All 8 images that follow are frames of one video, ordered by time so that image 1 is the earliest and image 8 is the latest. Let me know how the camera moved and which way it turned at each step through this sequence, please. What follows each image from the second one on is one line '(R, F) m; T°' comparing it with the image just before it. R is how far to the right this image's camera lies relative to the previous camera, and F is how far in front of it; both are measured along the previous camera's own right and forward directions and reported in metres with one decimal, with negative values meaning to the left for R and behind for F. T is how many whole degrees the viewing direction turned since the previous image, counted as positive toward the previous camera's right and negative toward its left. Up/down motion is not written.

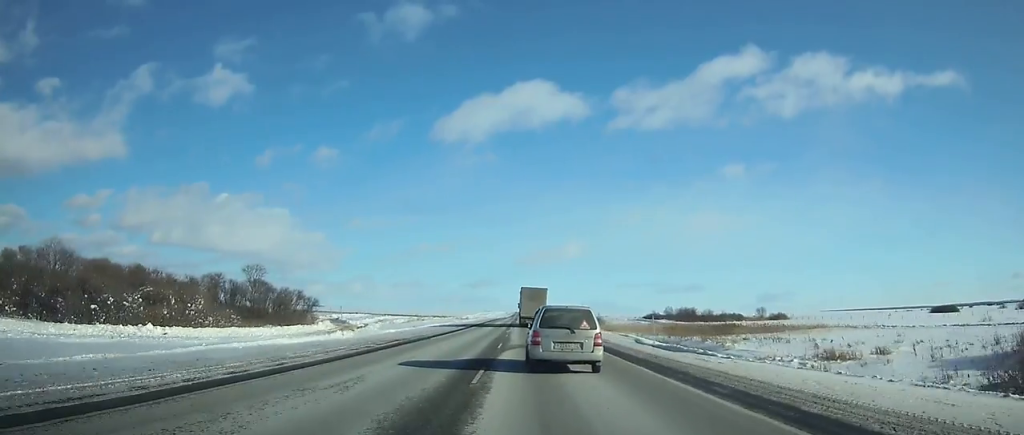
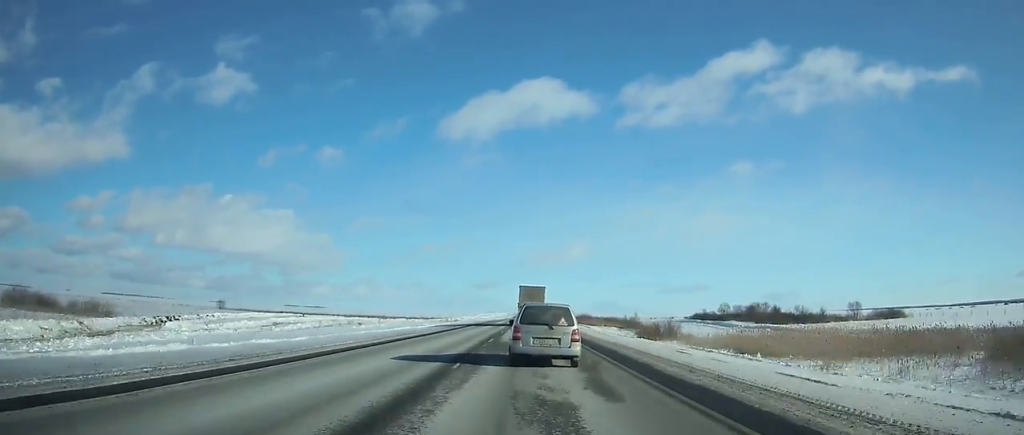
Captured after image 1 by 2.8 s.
(+0.4, +55.4) m; 0°
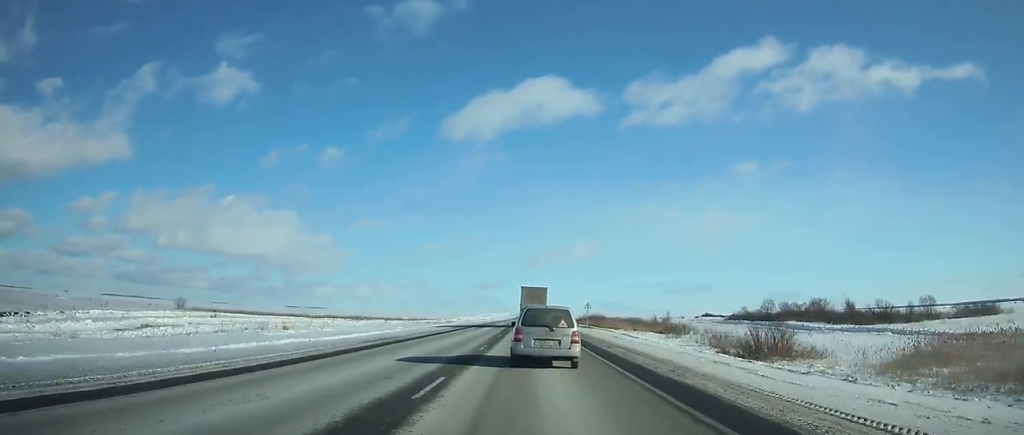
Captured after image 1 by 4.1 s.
(0.0, +26.3) m; 0°
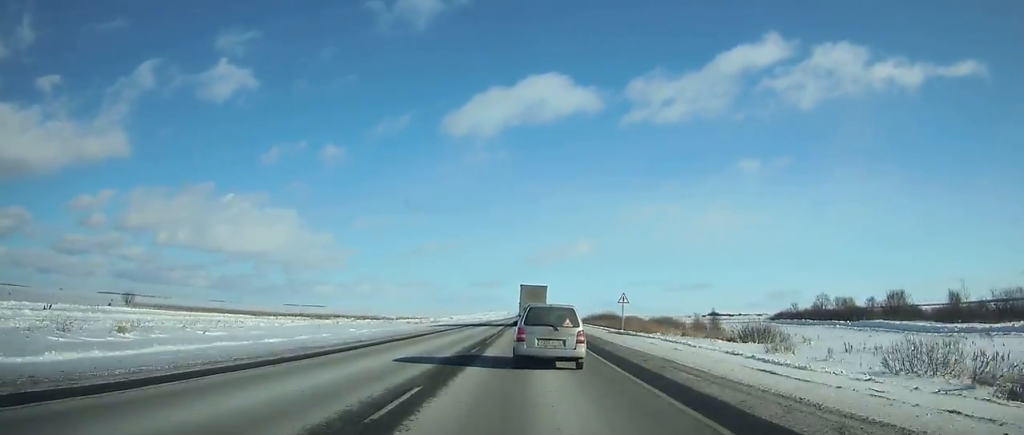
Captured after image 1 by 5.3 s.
(-0.1, +24.7) m; 0°
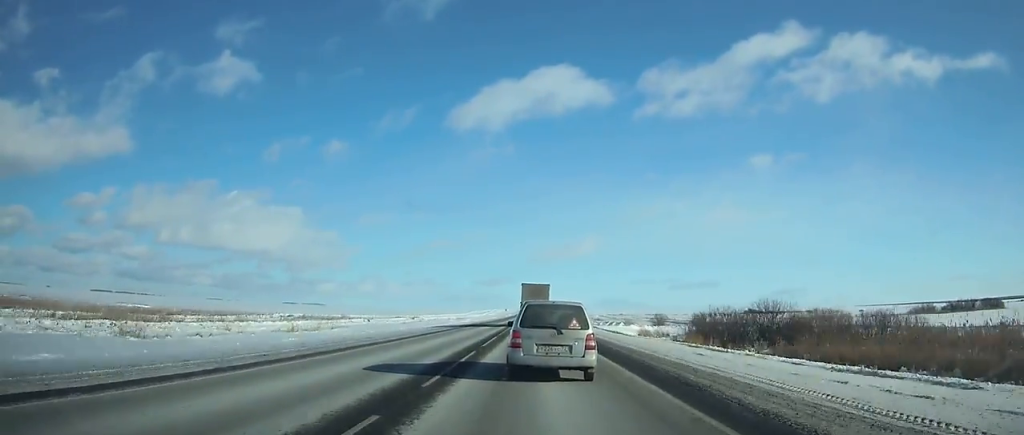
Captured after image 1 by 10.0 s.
(-0.5, +97.5) m; 0°
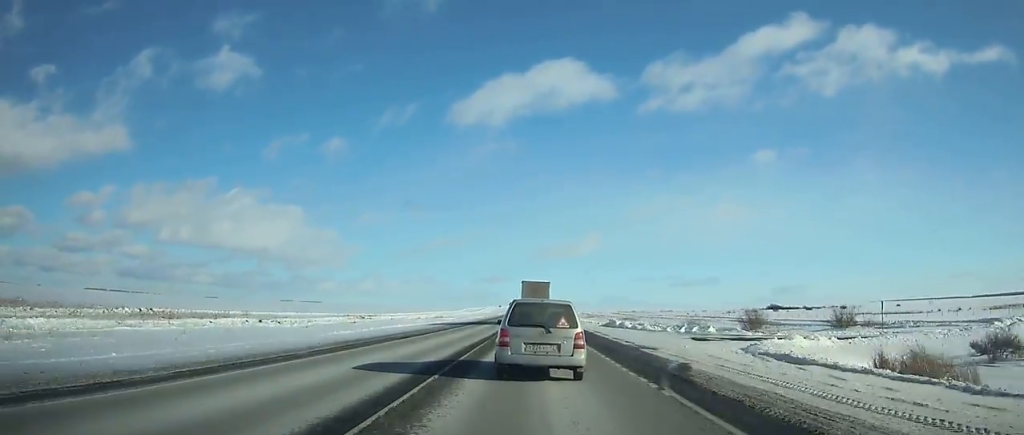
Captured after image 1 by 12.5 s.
(-0.1, +51.9) m; 0°
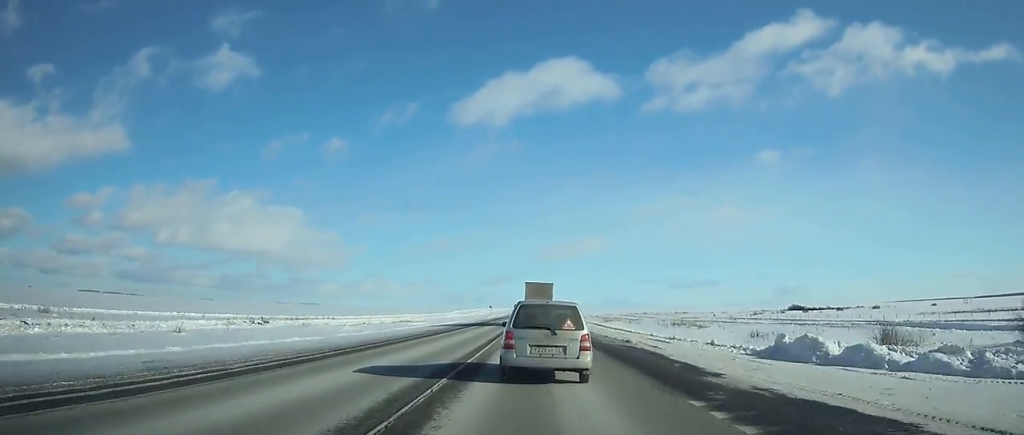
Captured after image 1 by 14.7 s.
(0.0, +45.8) m; 0°
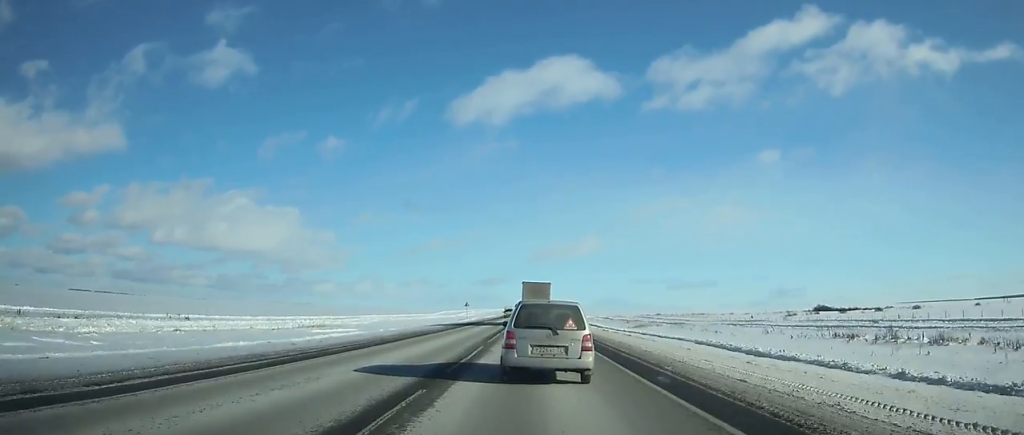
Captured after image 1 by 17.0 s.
(+0.1, +48.2) m; 0°
